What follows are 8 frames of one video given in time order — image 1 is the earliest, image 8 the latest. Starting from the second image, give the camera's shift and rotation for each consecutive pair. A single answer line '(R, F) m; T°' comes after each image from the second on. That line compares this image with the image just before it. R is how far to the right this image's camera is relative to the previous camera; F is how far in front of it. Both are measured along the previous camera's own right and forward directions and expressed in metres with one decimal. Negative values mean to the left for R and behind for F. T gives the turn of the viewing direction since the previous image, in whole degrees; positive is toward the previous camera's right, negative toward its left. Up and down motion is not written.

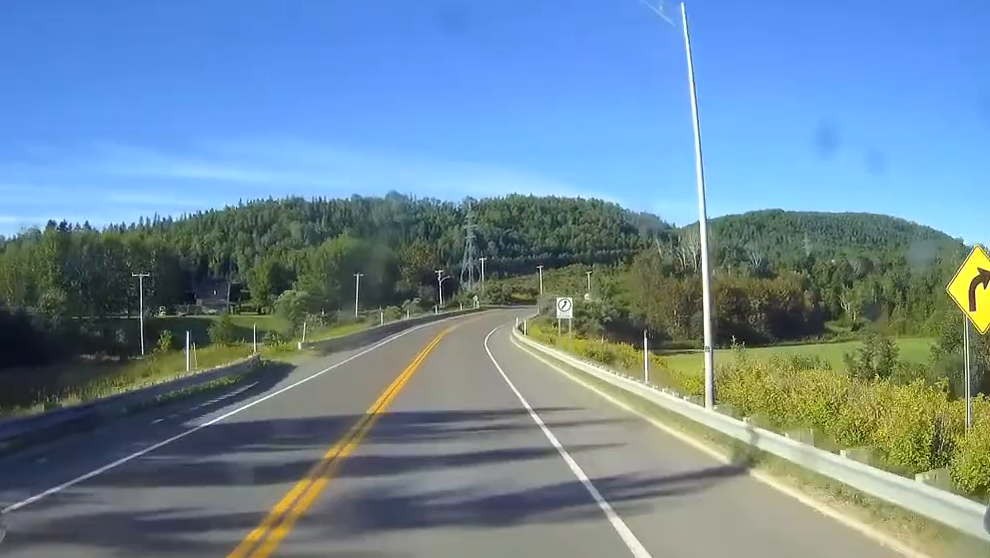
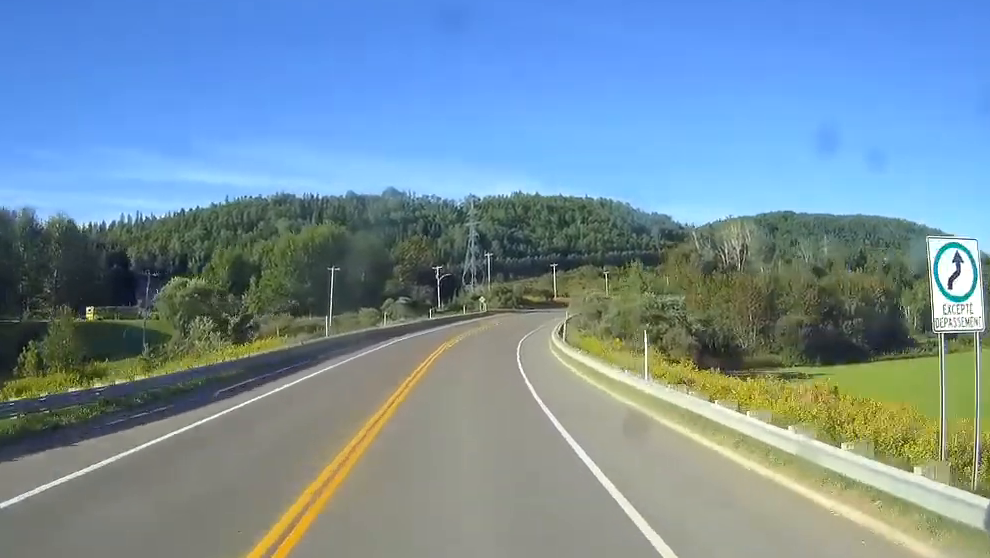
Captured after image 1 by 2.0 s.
(+0.1, +39.3) m; 0°
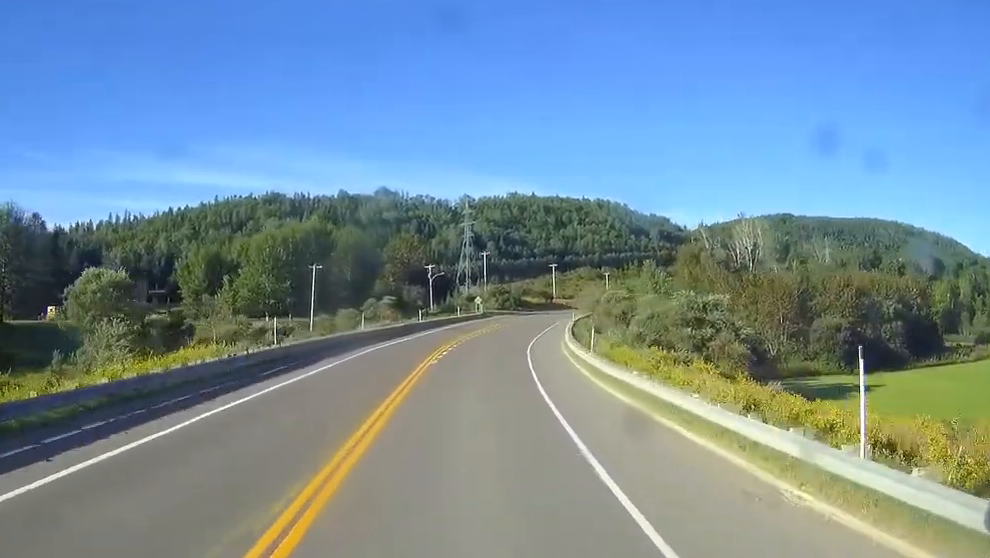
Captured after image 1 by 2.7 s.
(0.0, +13.1) m; 0°
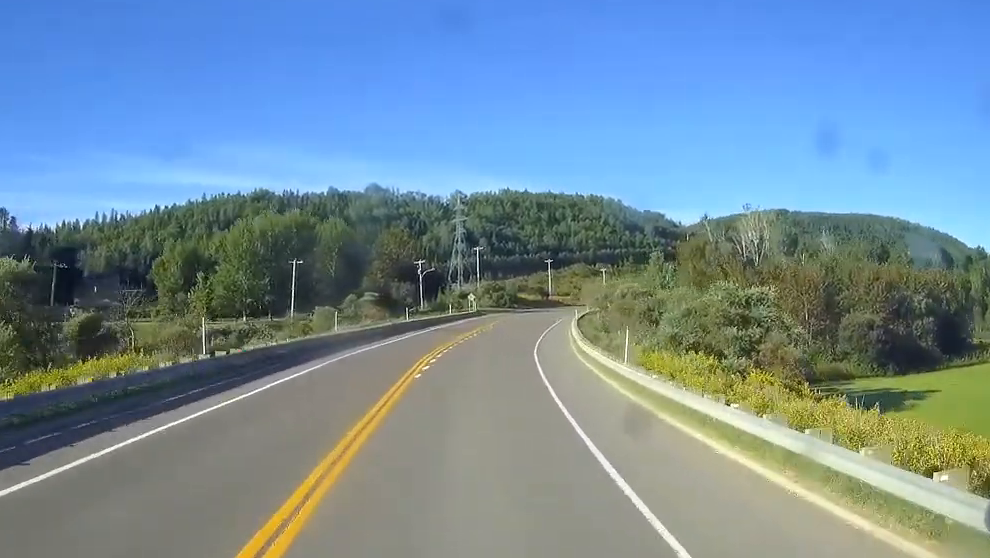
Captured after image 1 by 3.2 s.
(0.0, +9.9) m; 0°
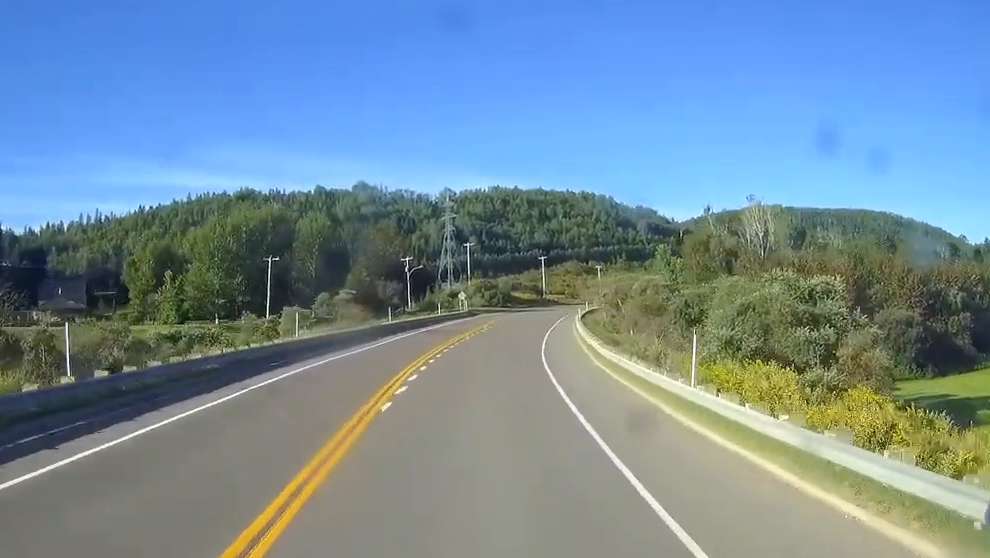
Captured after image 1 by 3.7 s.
(0.0, +9.9) m; 0°
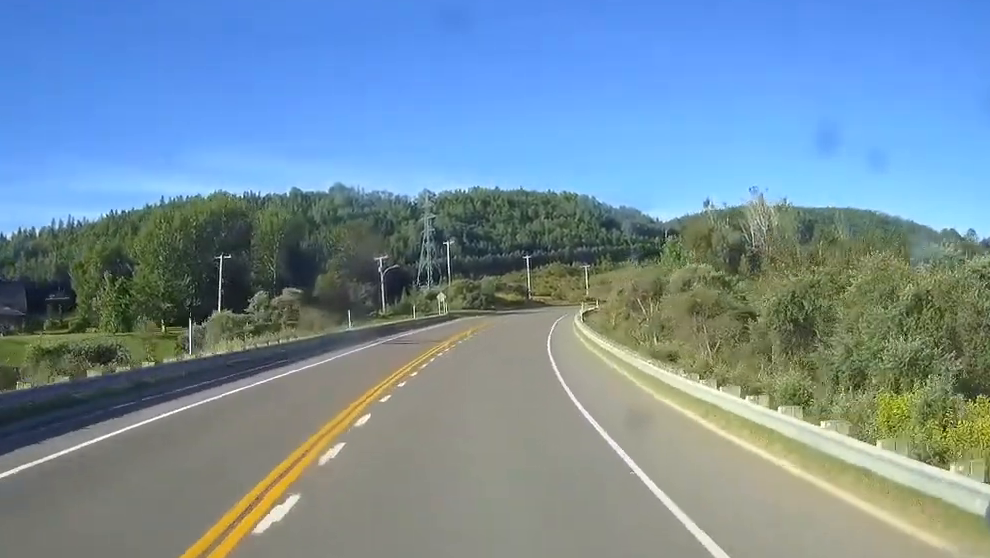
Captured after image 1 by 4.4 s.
(0.0, +14.5) m; 0°
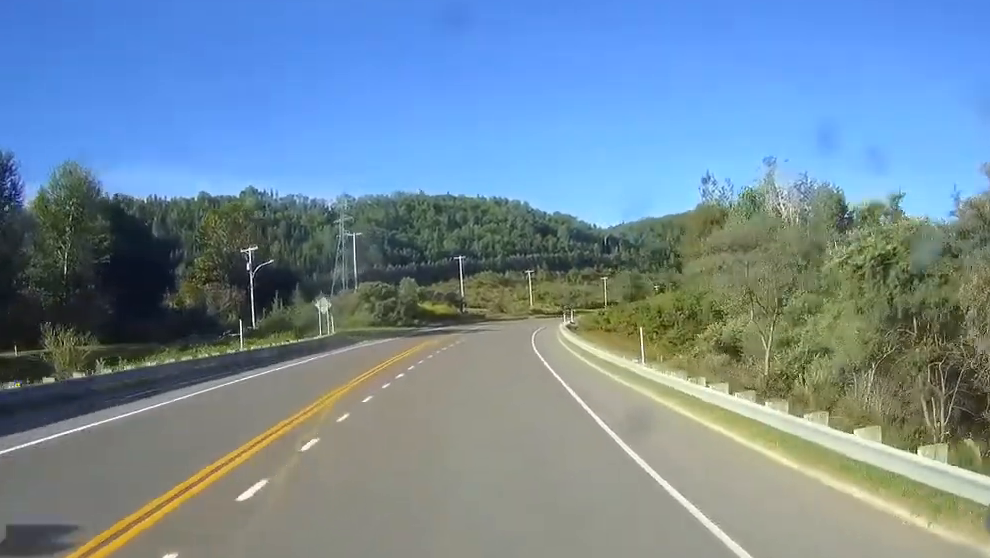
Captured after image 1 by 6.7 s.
(+2.7, +46.1) m; +7°
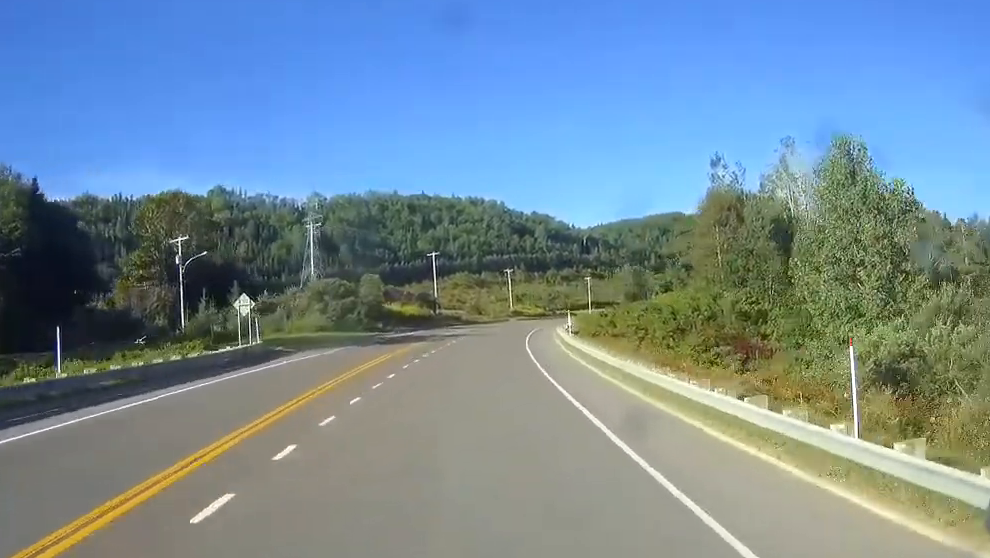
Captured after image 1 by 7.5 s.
(+0.3, +17.0) m; +2°
